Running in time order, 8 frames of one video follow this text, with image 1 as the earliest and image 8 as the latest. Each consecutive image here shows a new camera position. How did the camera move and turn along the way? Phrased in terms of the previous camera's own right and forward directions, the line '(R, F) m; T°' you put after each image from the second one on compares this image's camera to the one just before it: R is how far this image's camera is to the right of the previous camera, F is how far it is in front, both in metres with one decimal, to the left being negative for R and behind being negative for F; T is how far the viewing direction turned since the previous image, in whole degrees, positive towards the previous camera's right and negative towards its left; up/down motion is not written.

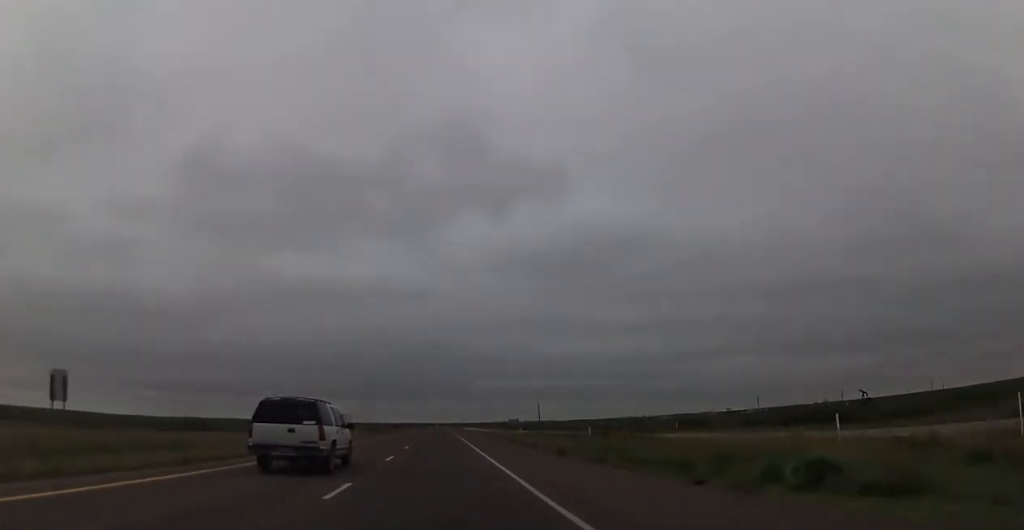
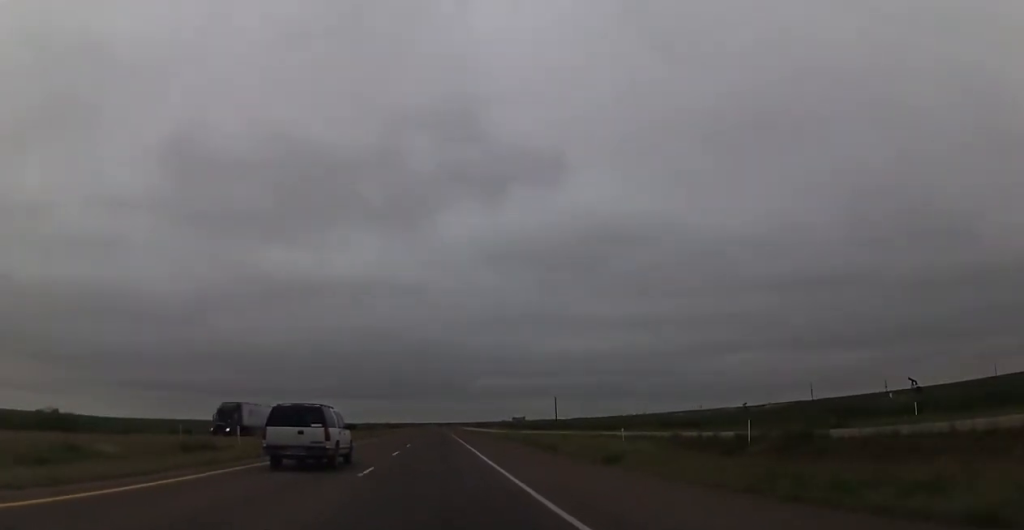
(0.0, +42.9) m; 0°
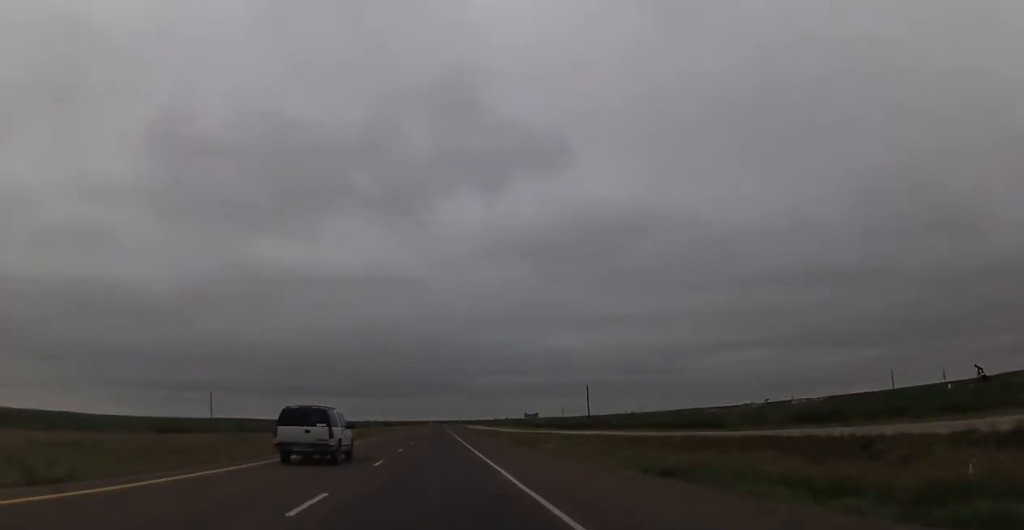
(0.0, +44.0) m; 0°
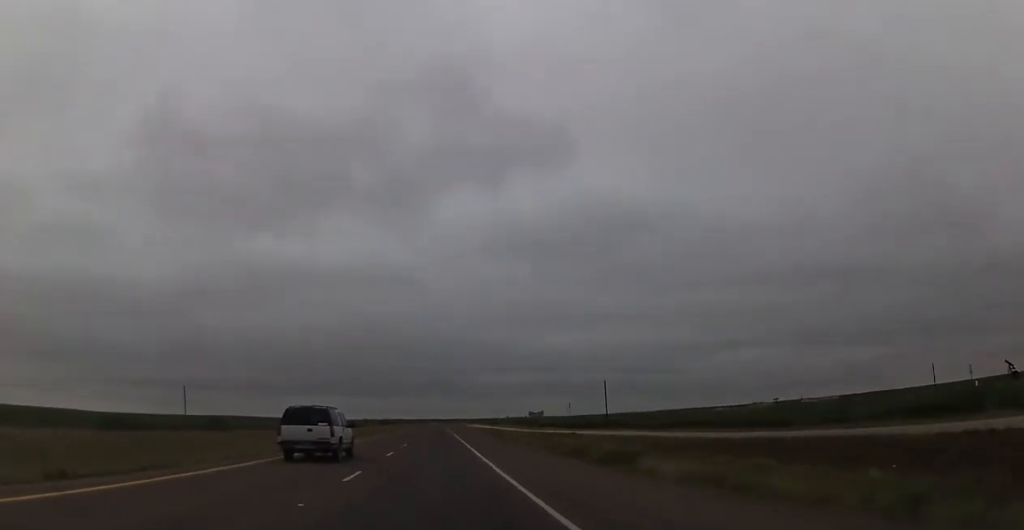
(0.0, +18.4) m; 0°
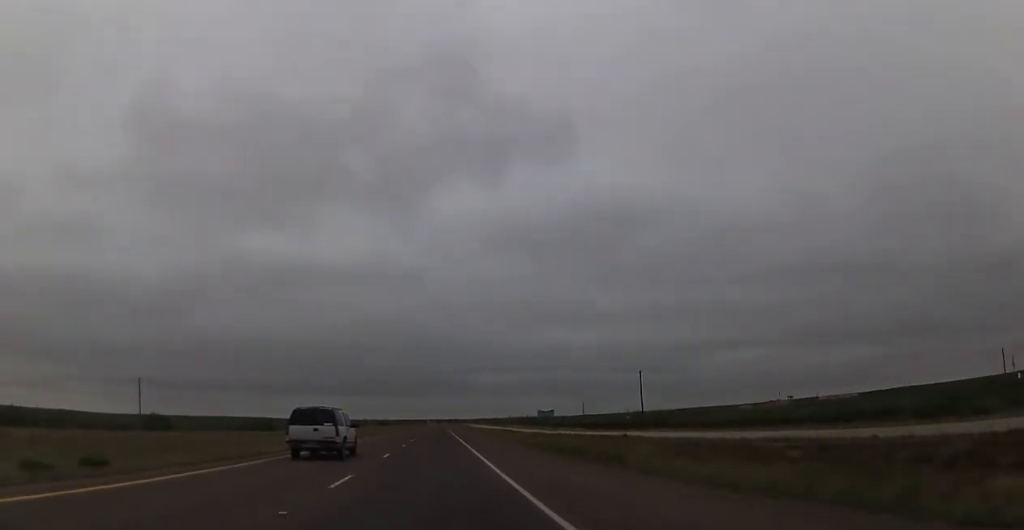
(0.0, +25.8) m; 0°
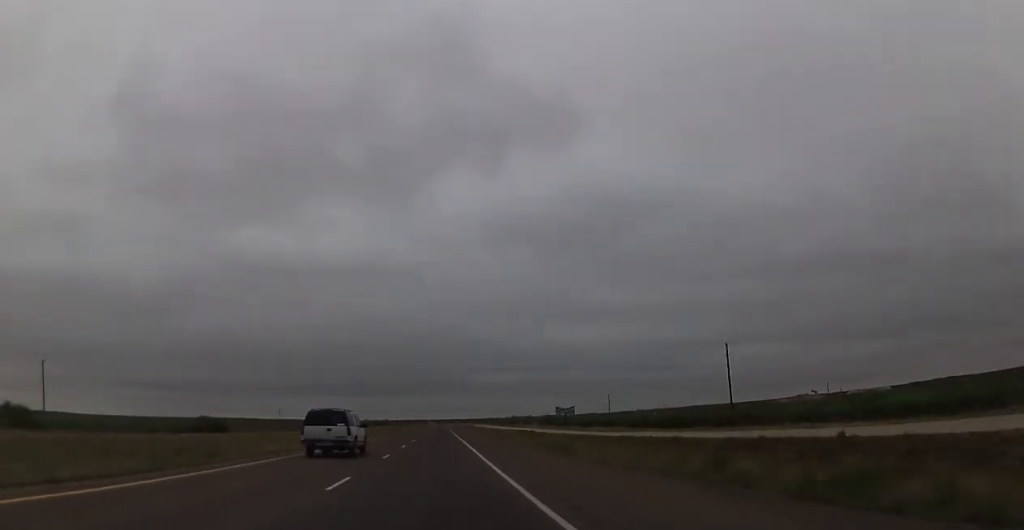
(+0.2, +36.8) m; 0°
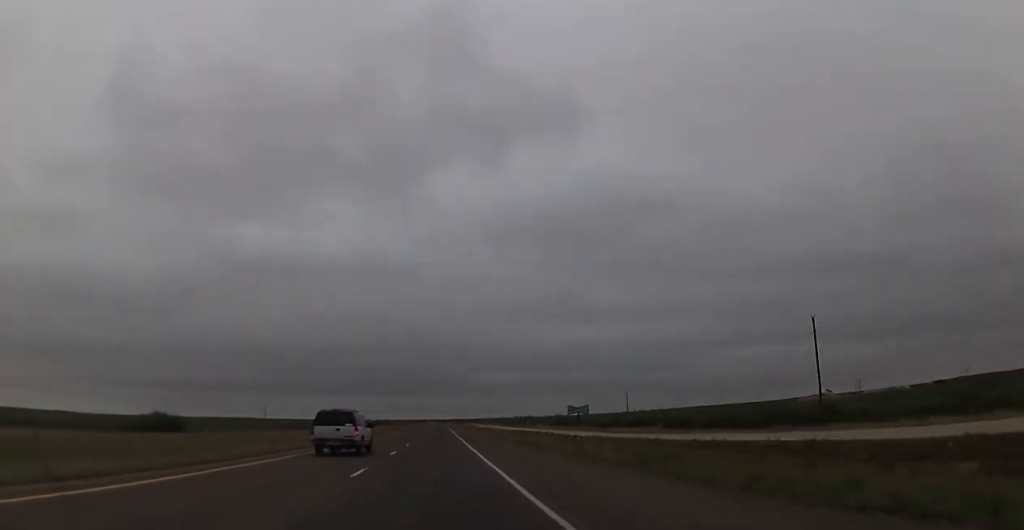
(+0.1, +20.8) m; 0°
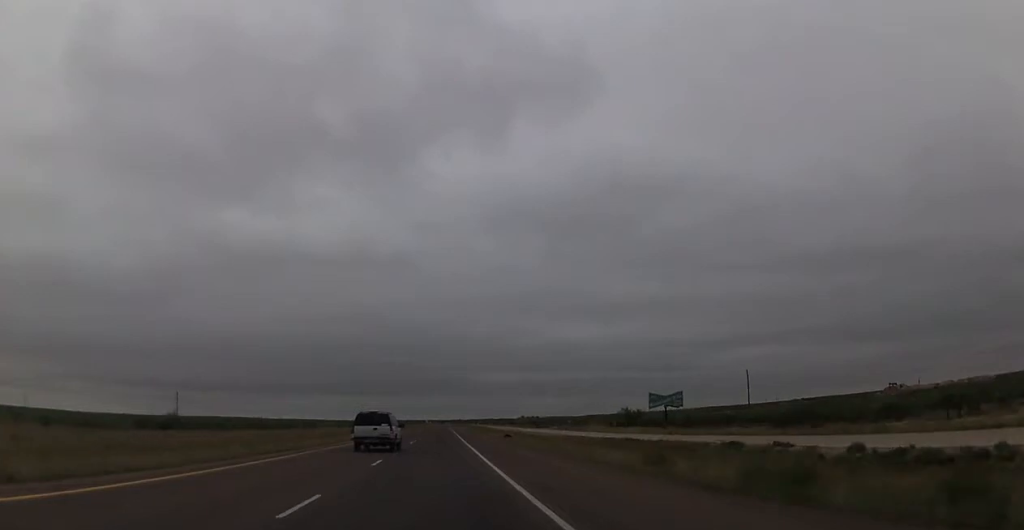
(-0.5, +79.8) m; 0°
